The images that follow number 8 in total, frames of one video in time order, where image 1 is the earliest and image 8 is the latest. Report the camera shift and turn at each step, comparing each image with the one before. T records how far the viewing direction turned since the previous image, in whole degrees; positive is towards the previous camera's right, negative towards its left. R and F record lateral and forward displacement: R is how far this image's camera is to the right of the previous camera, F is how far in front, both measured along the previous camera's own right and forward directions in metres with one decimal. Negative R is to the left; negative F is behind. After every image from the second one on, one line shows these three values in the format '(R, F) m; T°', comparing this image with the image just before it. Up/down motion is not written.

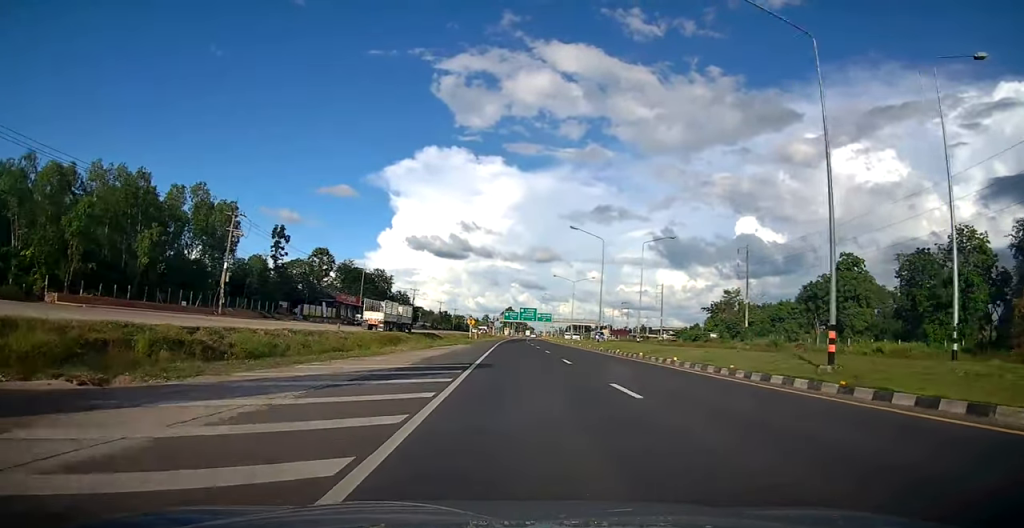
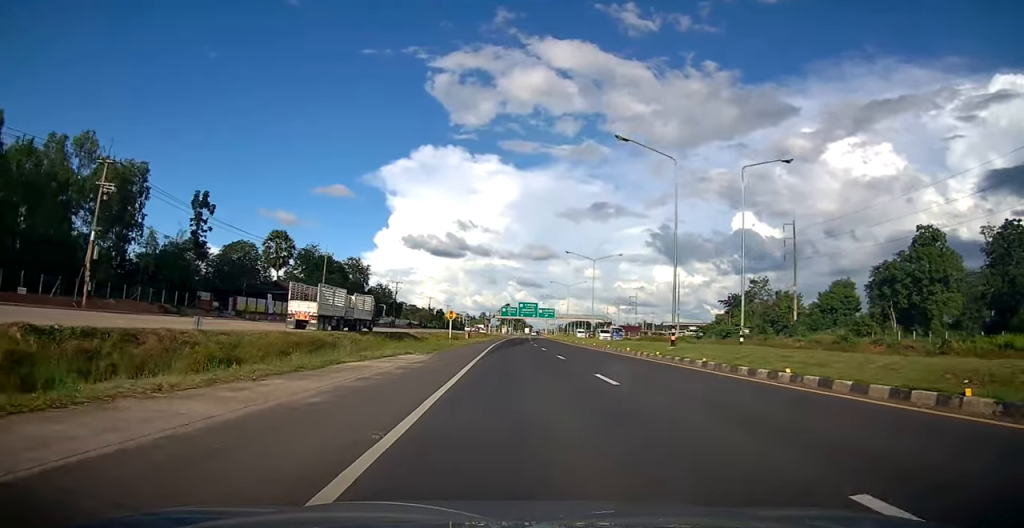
(-0.2, +22.4) m; 0°
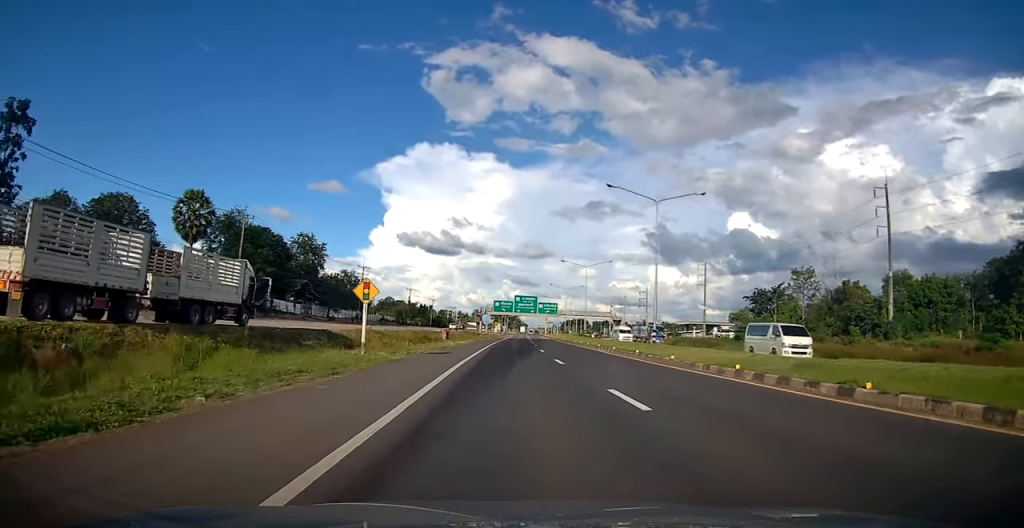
(+0.1, +28.6) m; -1°
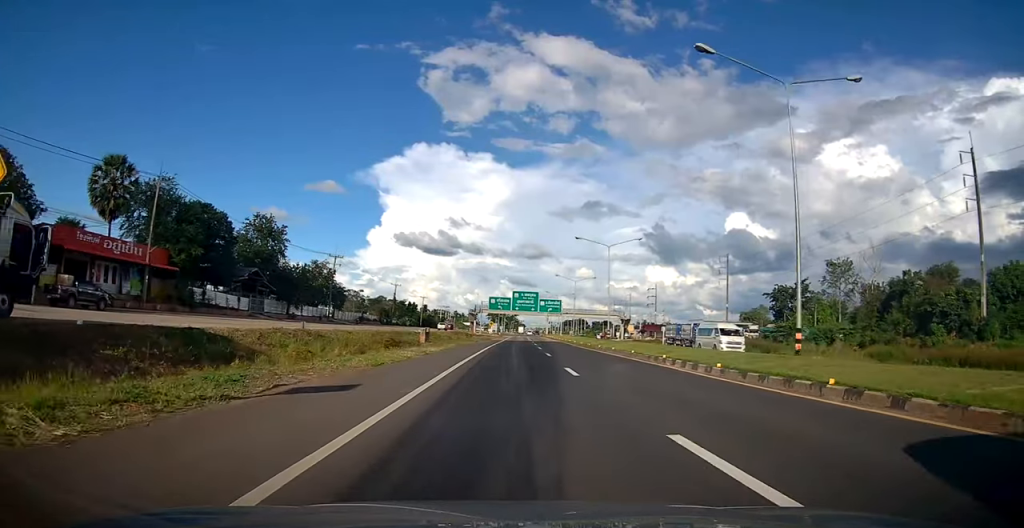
(-0.3, +17.3) m; +1°
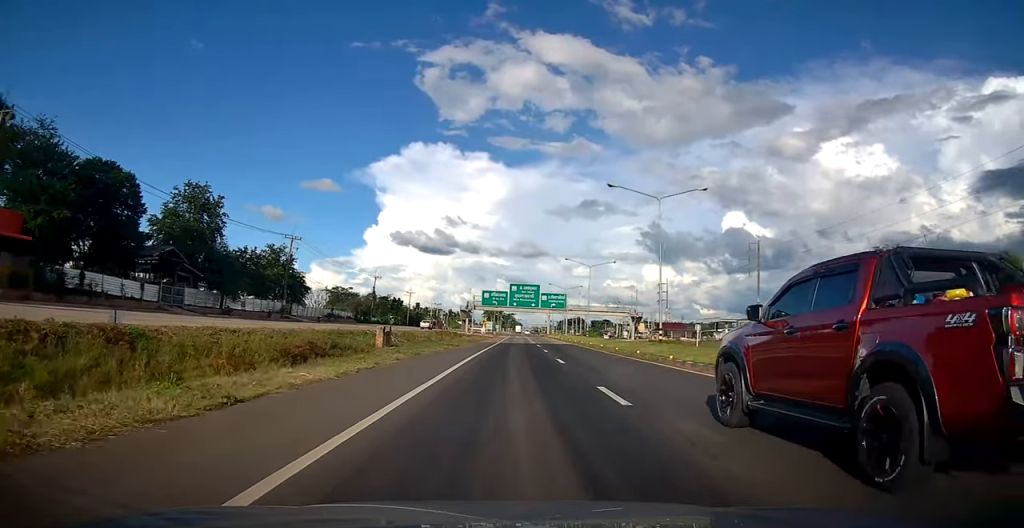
(+0.5, +18.8) m; +1°
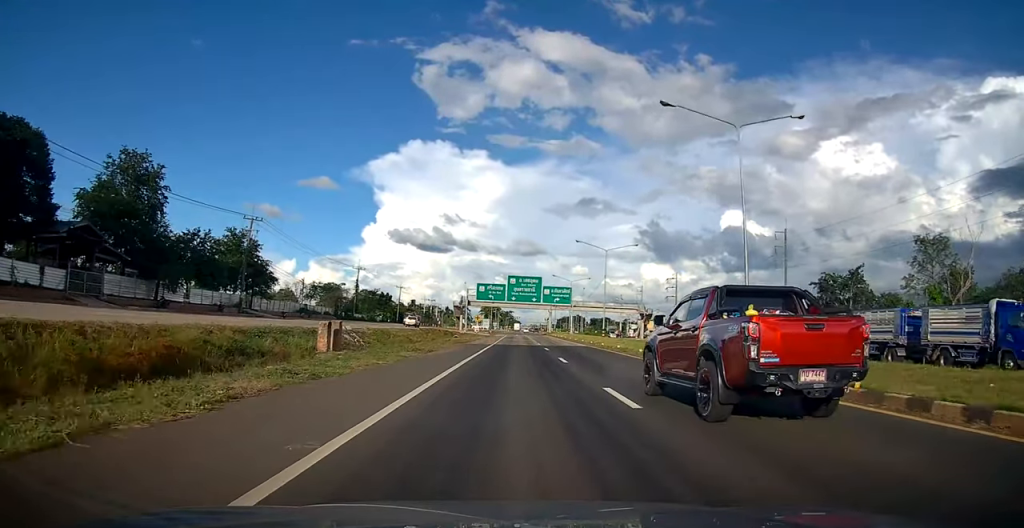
(-0.2, +12.6) m; 0°
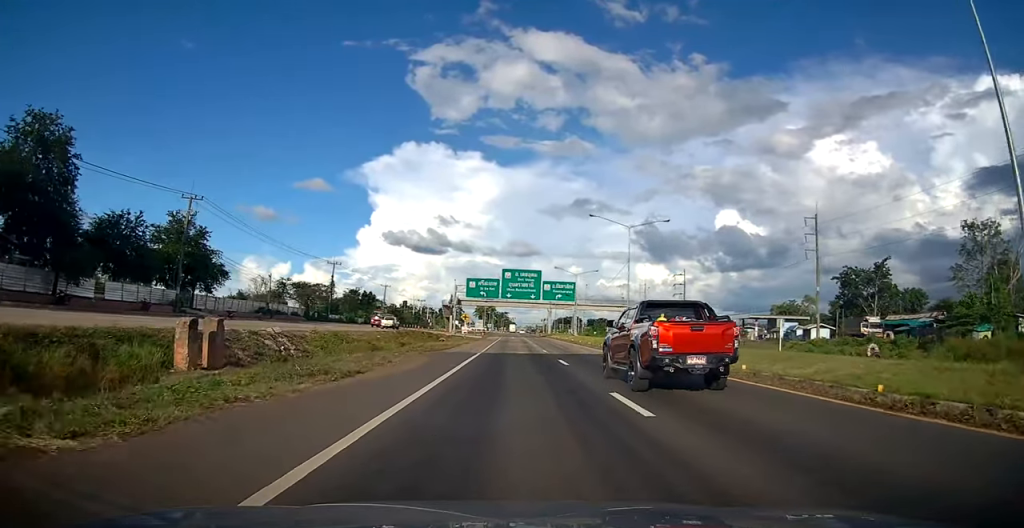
(+0.1, +13.5) m; +1°
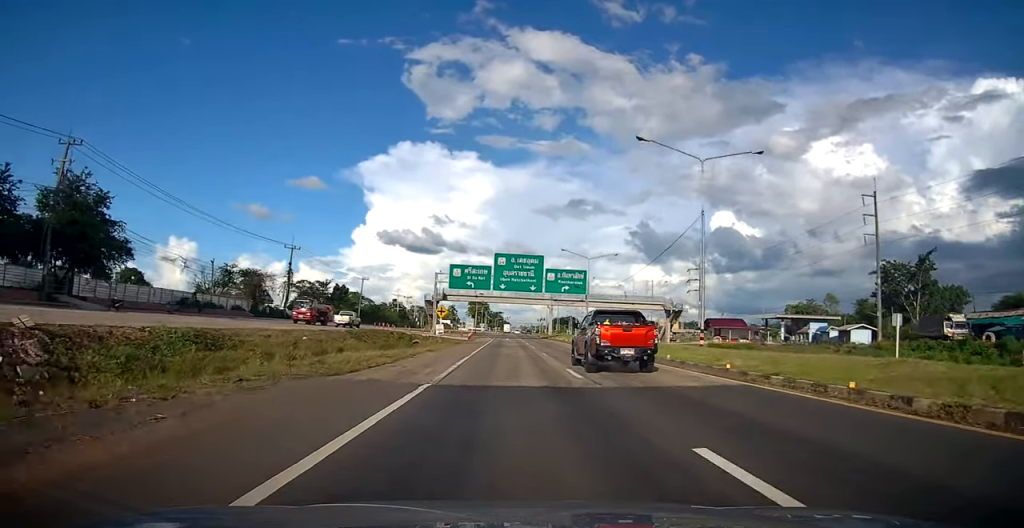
(+0.2, +17.8) m; +1°
